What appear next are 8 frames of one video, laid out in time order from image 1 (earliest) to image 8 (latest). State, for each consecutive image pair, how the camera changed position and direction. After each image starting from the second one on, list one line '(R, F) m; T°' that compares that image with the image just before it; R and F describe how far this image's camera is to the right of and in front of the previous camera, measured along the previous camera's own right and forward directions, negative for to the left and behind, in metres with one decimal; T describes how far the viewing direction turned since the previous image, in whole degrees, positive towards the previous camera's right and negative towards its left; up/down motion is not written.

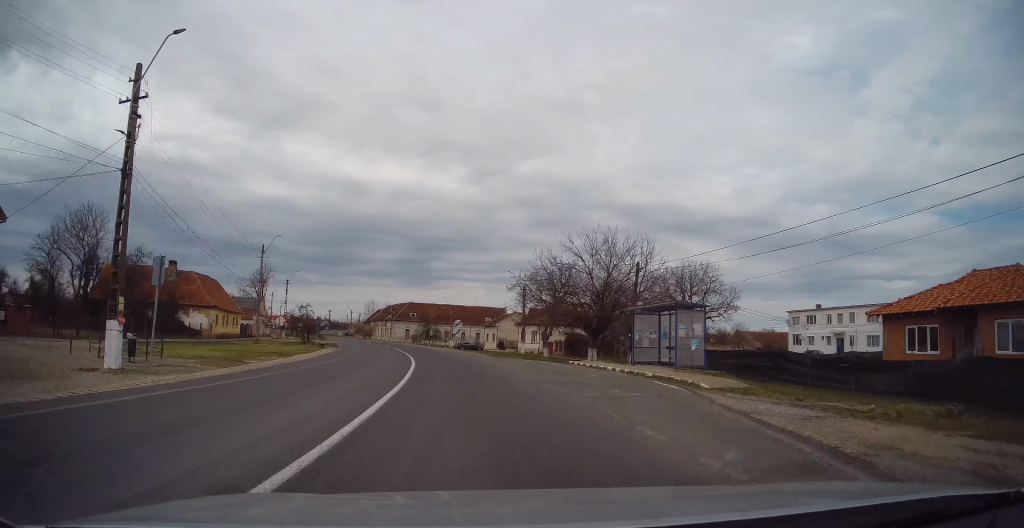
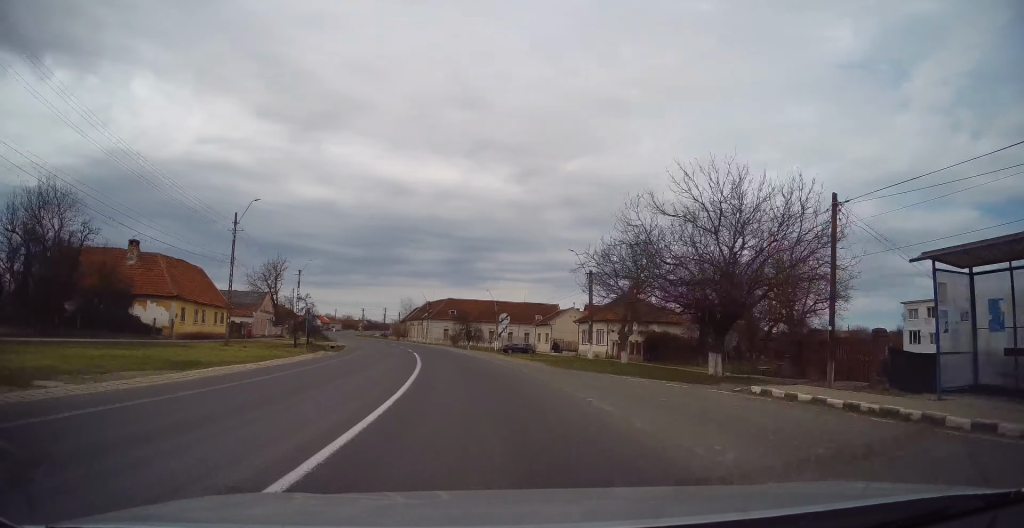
(-0.4, +15.2) m; -5°
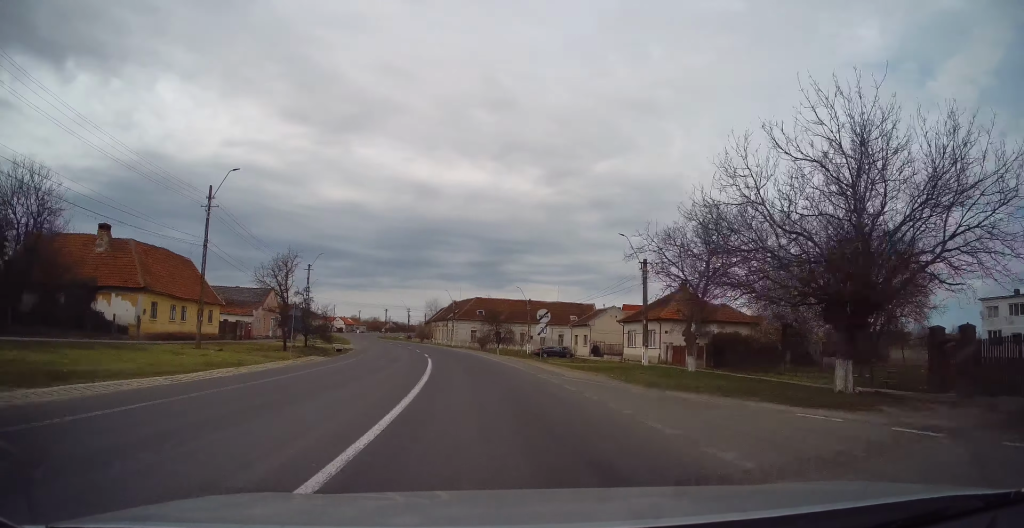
(-0.1, +8.4) m; -3°
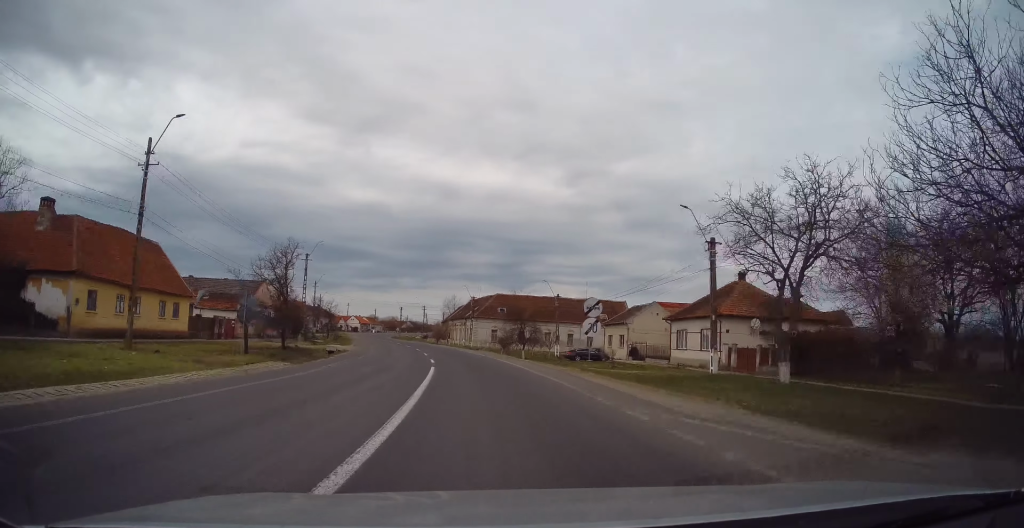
(-0.7, +8.9) m; -2°
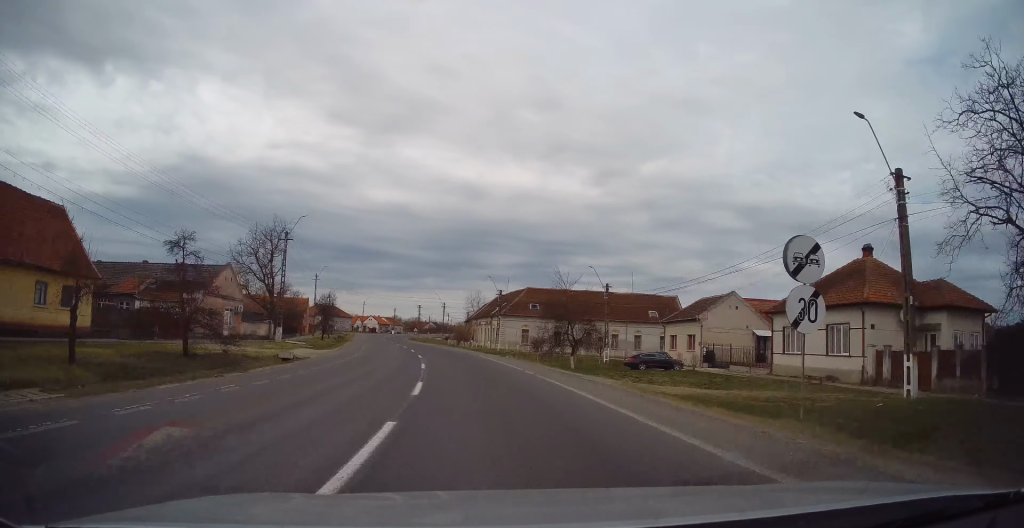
(0.0, +14.4) m; -2°
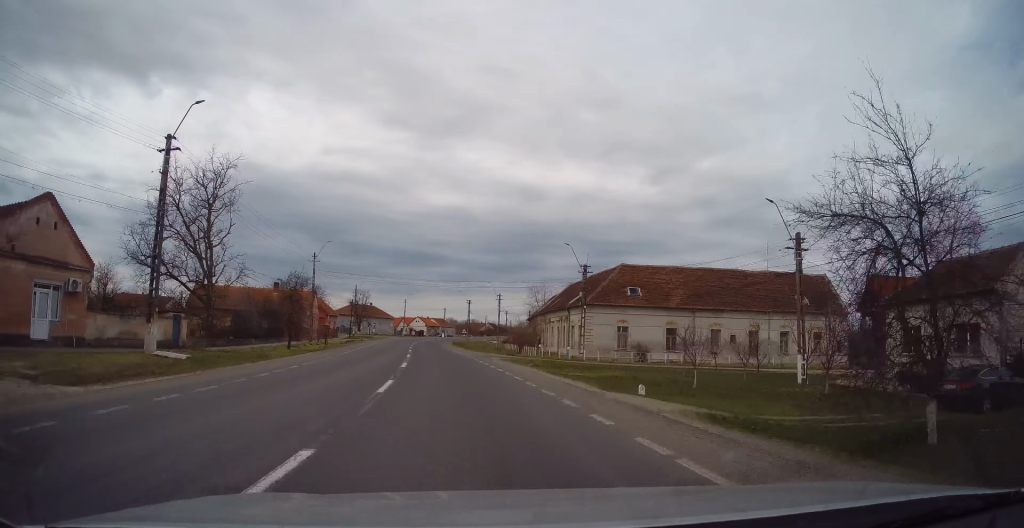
(-1.5, +26.7) m; -8°
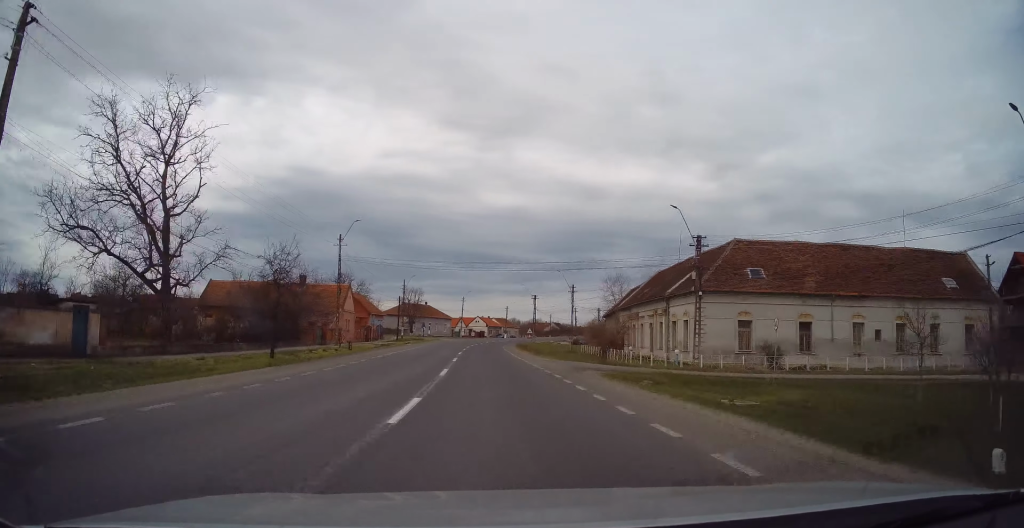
(-0.7, +12.8) m; -5°
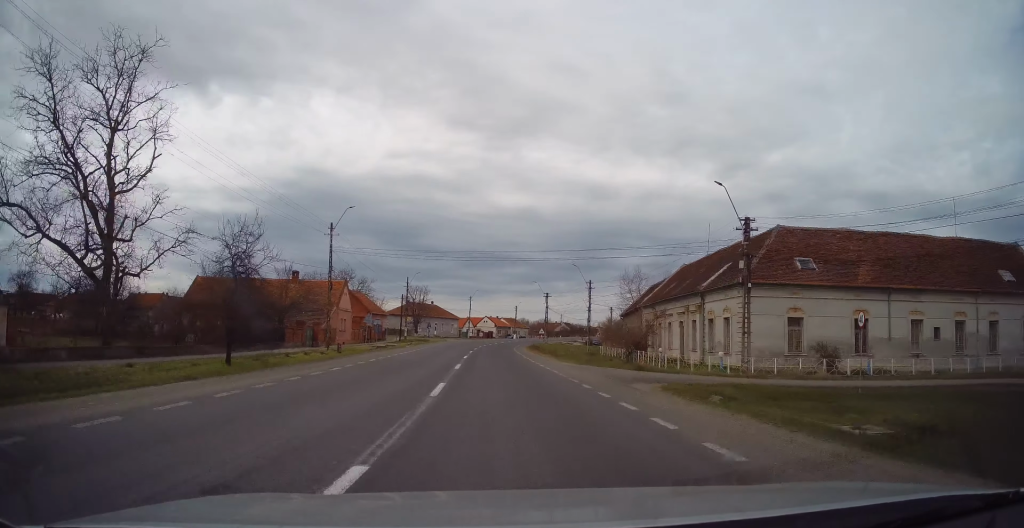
(-0.1, +5.6) m; -2°
